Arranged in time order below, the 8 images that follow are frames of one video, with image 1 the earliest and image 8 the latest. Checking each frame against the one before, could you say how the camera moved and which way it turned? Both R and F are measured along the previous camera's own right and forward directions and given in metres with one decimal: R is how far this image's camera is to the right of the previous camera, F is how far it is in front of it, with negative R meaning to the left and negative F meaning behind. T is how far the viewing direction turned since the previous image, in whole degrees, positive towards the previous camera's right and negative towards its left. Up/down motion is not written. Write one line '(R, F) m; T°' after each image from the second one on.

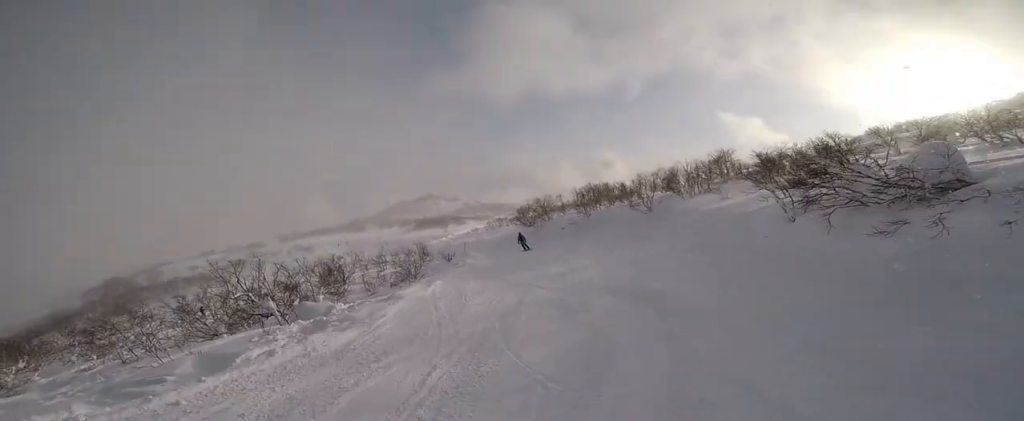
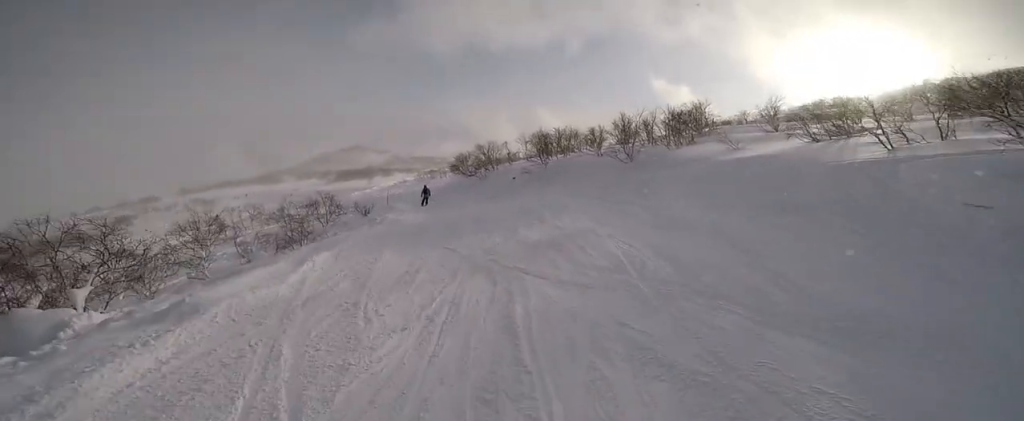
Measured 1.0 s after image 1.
(-0.3, +5.8) m; +2°
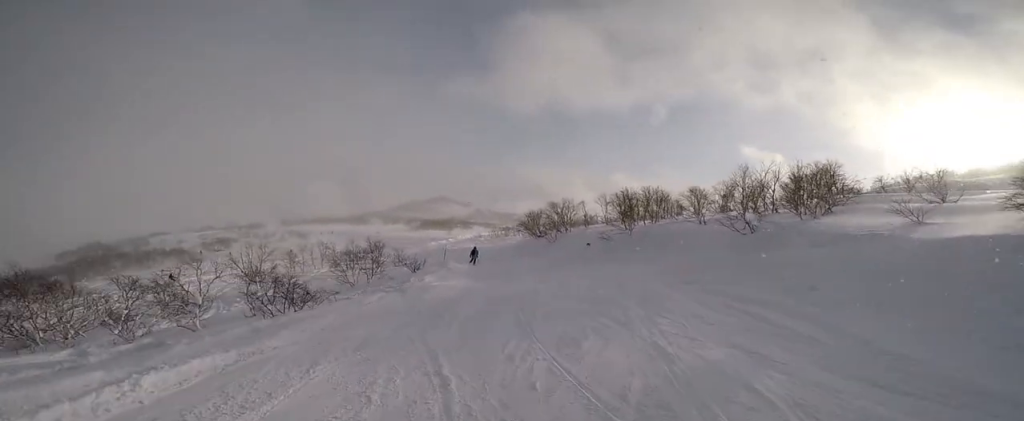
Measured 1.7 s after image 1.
(+0.2, +4.5) m; +4°
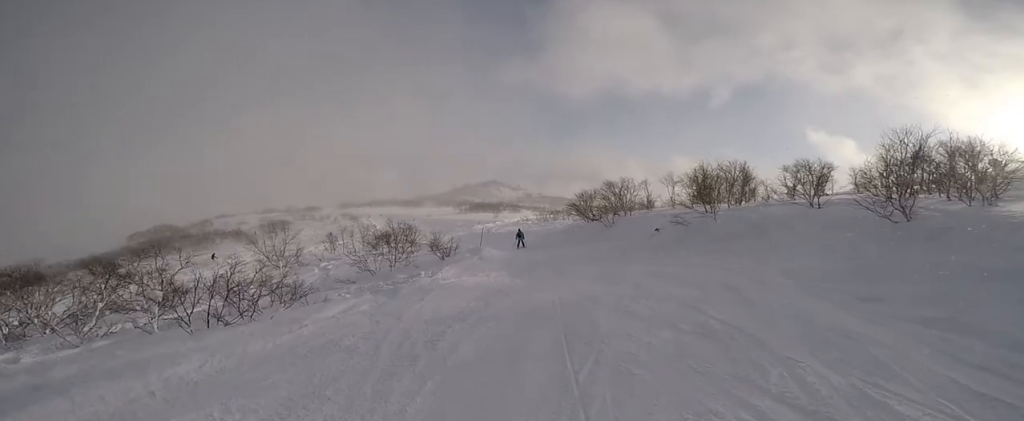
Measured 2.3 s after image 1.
(+0.7, +3.8) m; 0°
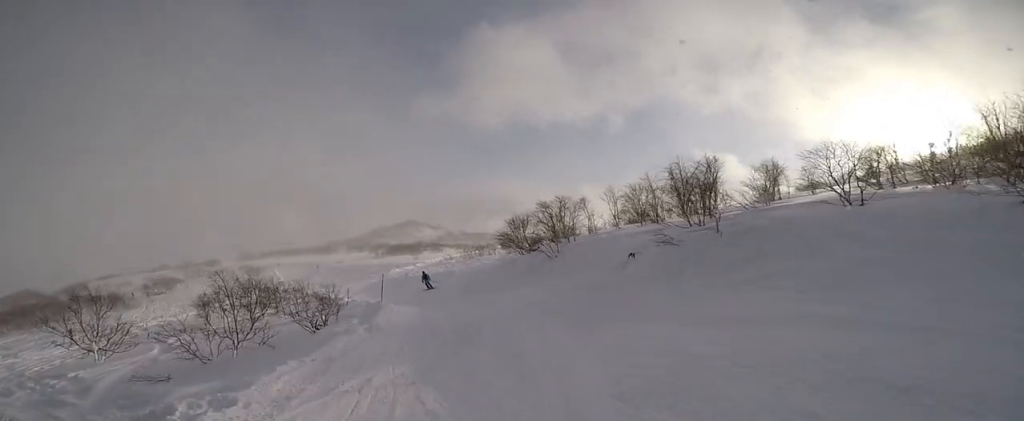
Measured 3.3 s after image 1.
(-0.9, +6.2) m; -8°
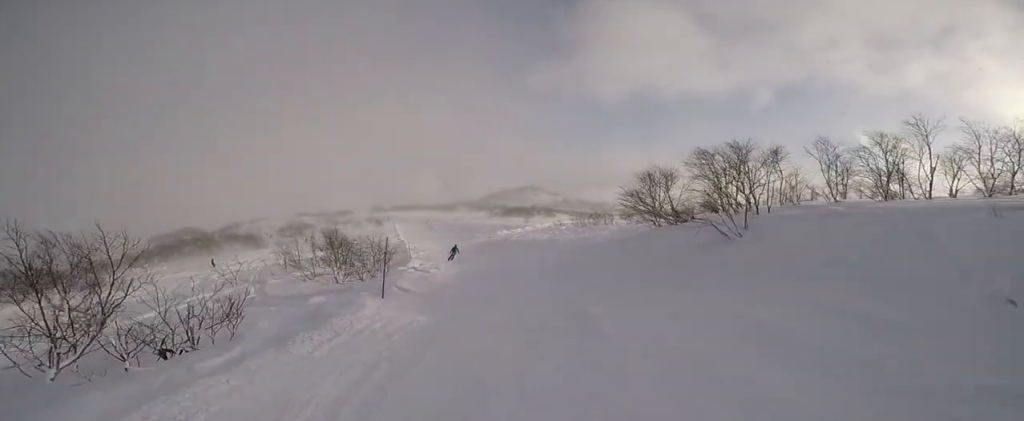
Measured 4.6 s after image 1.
(-0.2, +9.0) m; -4°
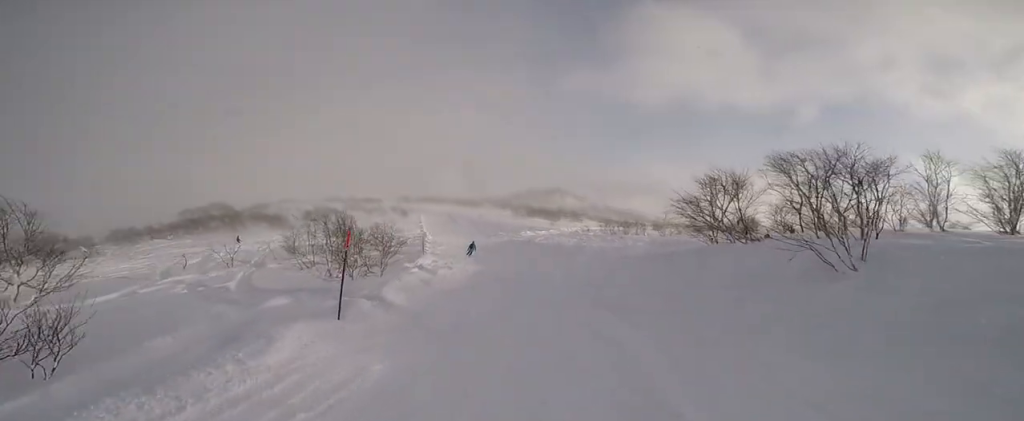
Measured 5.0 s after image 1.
(+0.1, +2.9) m; -3°
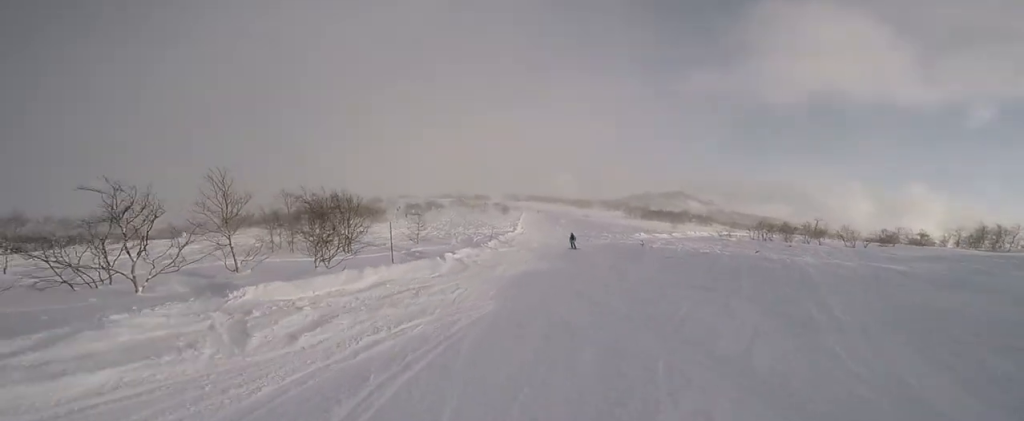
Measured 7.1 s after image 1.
(-2.1, +15.0) m; -15°
